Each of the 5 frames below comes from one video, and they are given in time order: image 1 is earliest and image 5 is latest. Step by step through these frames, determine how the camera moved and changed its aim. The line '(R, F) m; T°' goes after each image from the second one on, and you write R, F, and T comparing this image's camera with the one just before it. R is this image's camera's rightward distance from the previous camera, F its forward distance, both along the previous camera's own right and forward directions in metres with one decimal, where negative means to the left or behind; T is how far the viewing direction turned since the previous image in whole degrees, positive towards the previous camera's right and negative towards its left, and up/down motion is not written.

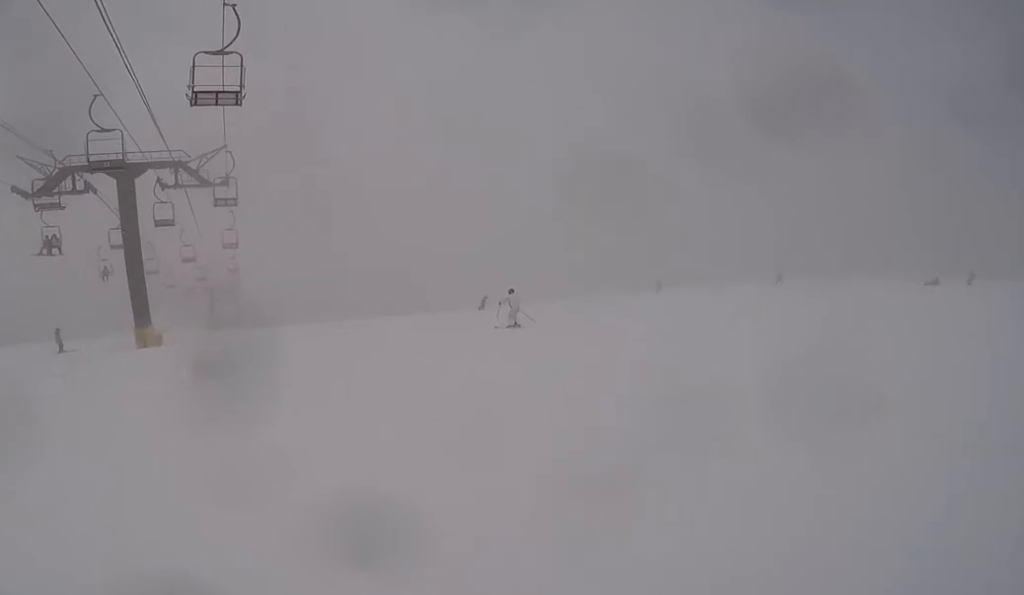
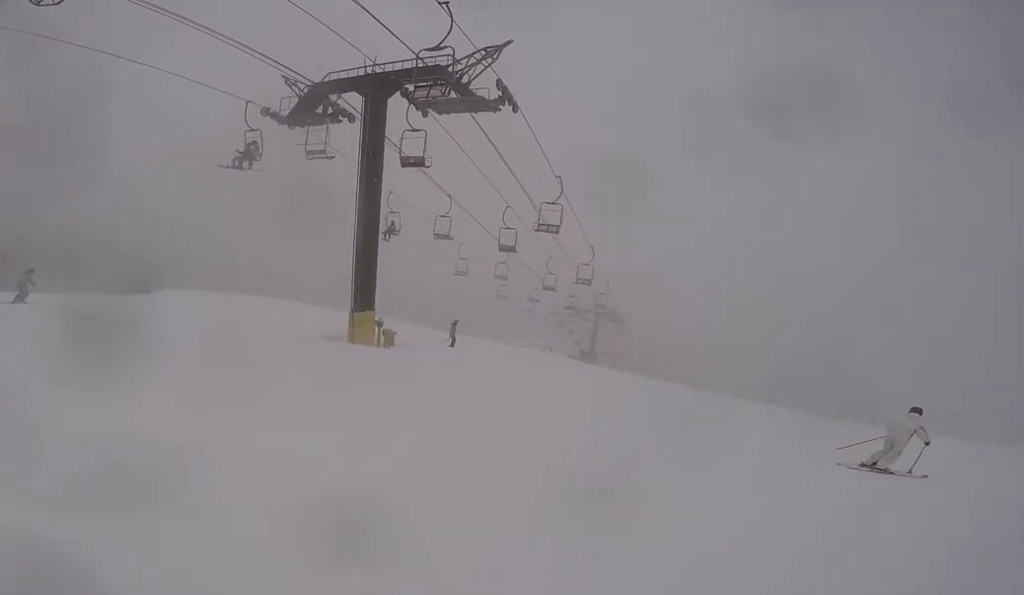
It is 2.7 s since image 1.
(+1.5, +14.2) m; -15°
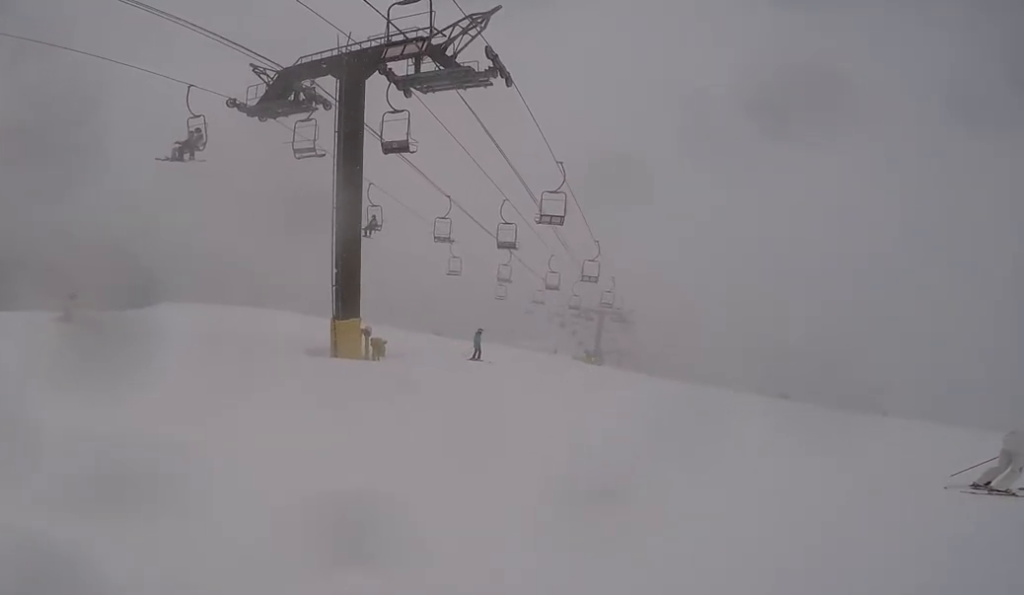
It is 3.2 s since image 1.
(-0.9, +2.1) m; -9°
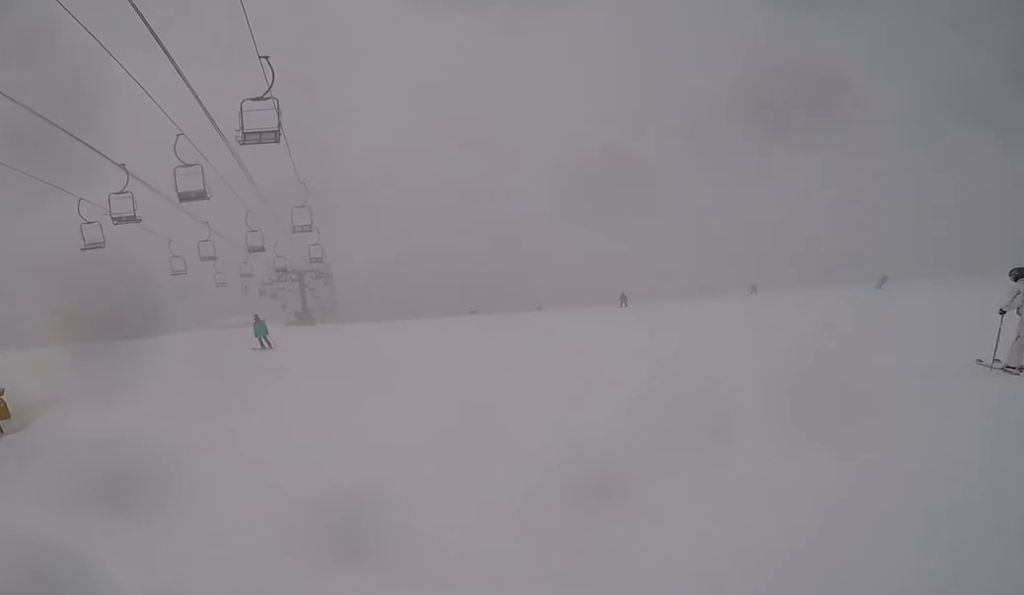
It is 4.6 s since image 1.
(-1.2, +7.6) m; +11°
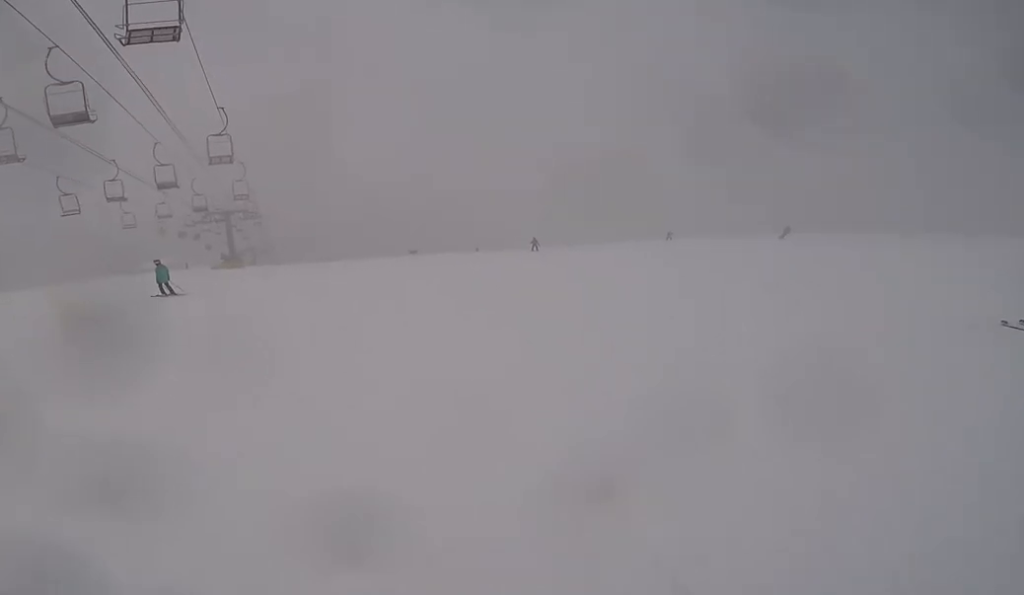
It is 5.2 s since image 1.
(+0.8, +2.6) m; +5°
